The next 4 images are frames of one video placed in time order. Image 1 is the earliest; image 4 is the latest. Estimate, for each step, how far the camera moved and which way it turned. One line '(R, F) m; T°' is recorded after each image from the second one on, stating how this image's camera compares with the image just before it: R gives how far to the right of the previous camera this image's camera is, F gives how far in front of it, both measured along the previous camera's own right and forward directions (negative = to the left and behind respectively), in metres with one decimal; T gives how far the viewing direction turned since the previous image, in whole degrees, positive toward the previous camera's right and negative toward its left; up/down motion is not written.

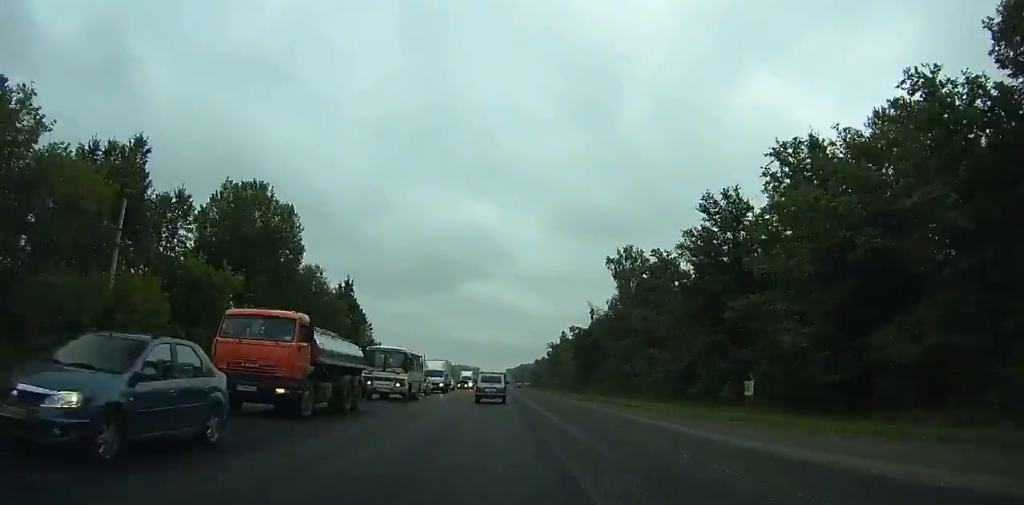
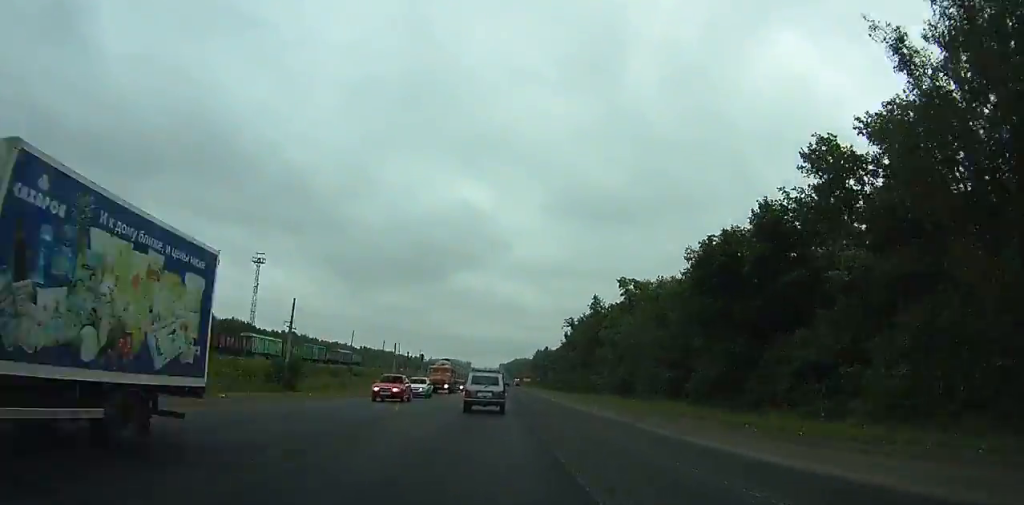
(+21.3, +77.4) m; +8°
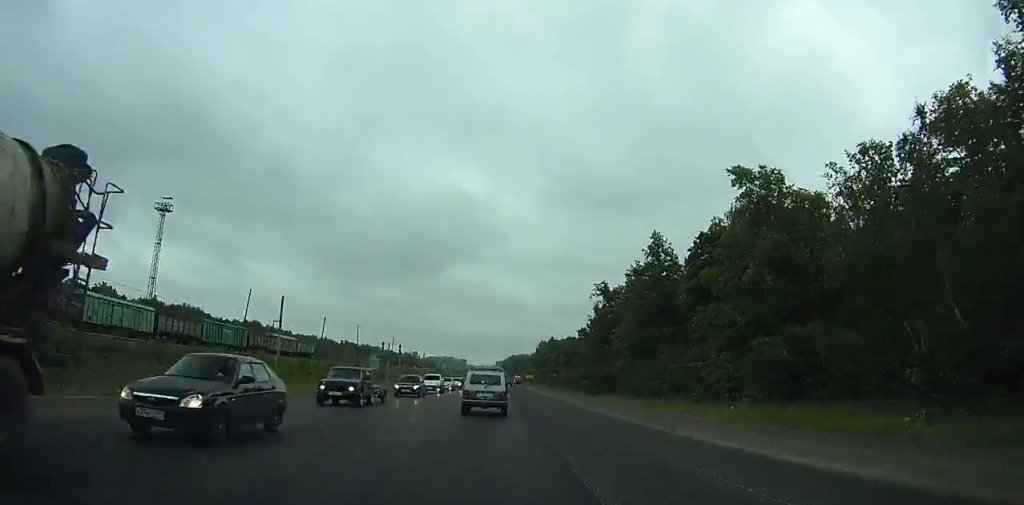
(-4.7, +52.5) m; -5°
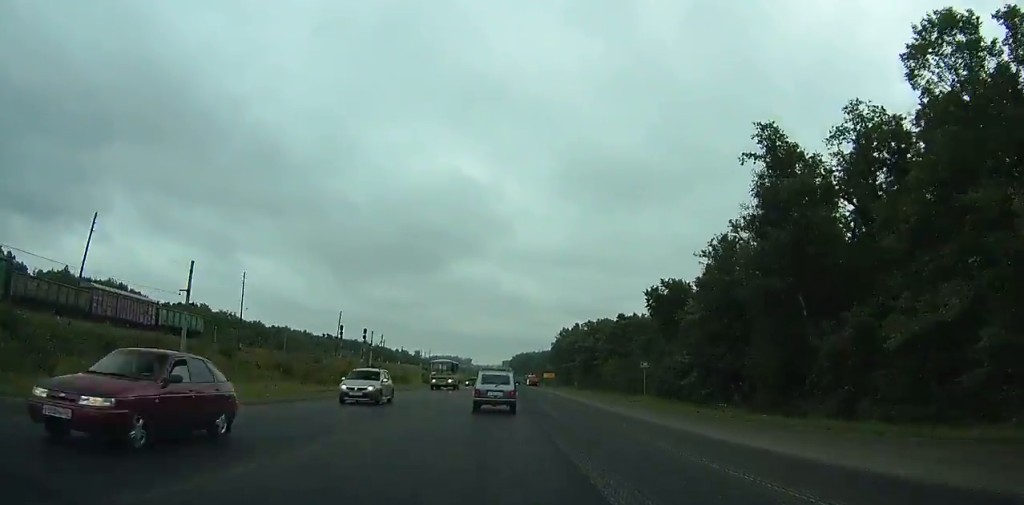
(-0.1, +64.0) m; 0°
